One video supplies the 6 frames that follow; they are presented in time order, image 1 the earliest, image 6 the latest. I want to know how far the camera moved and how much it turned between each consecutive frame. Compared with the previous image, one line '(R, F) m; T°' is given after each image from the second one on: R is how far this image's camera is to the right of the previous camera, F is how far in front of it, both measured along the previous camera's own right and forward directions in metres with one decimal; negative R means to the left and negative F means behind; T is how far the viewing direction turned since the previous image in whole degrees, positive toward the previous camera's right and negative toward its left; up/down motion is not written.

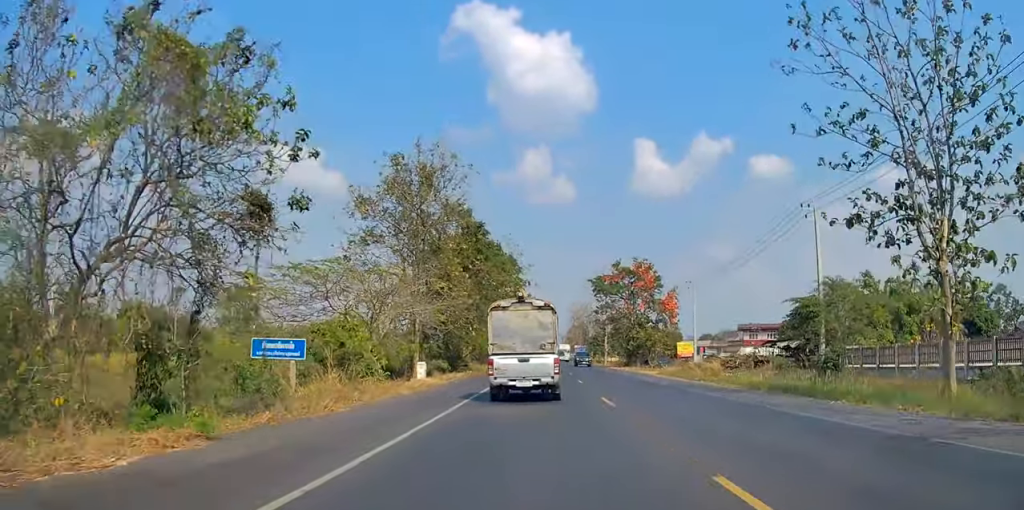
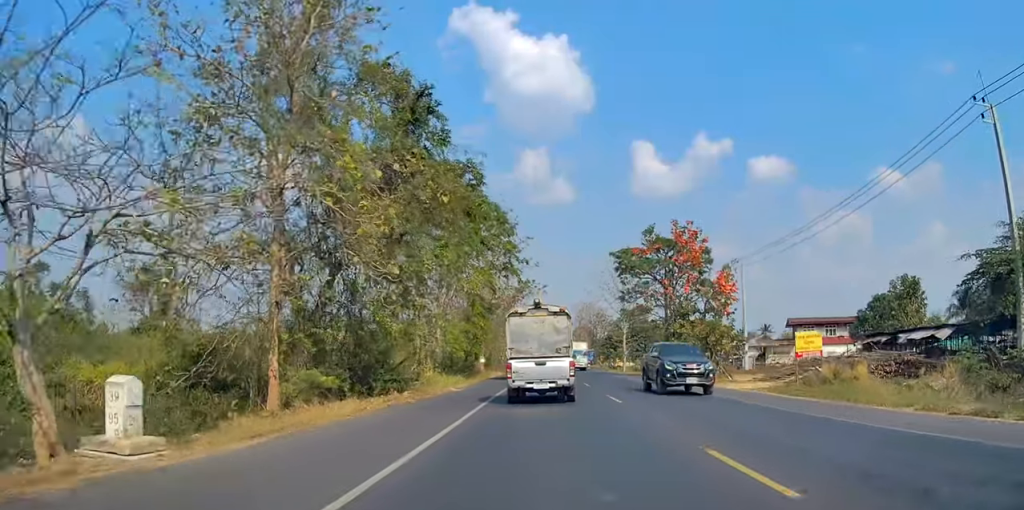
(0.0, +21.7) m; 0°
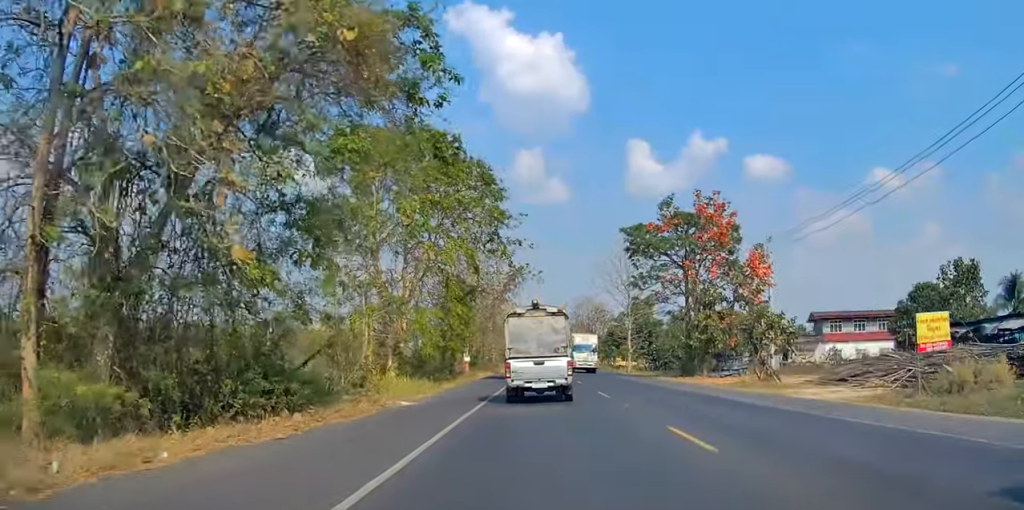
(+0.1, +9.4) m; 0°
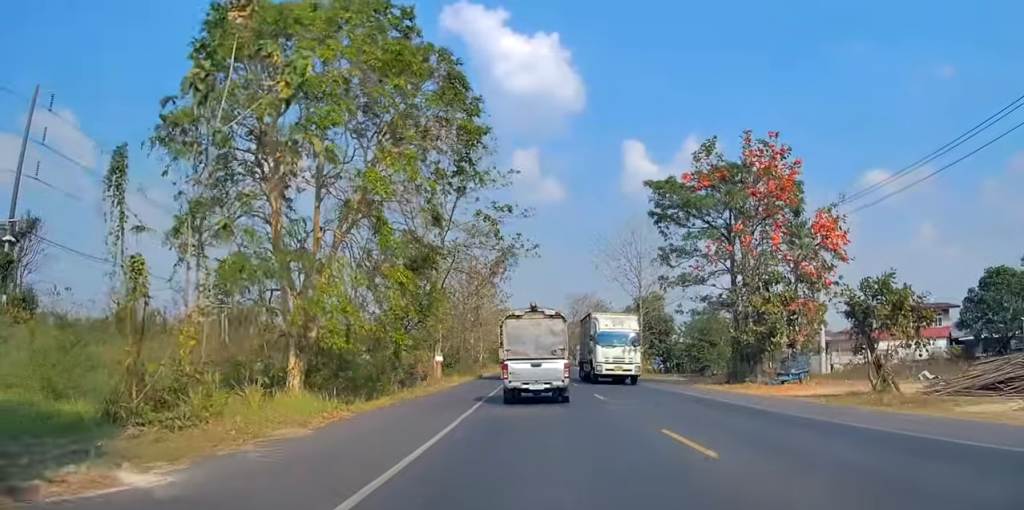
(0.0, +11.7) m; 0°
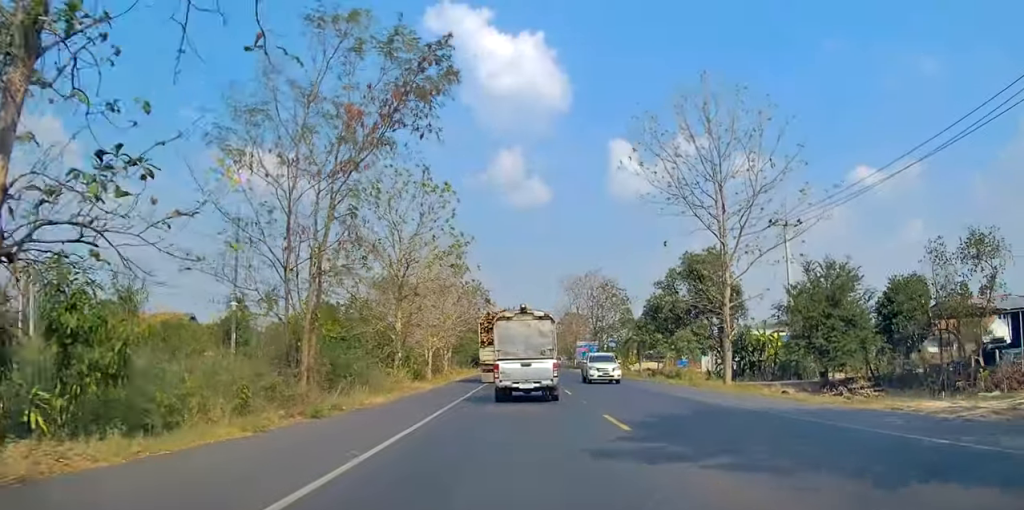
(+0.4, +33.1) m; +1°
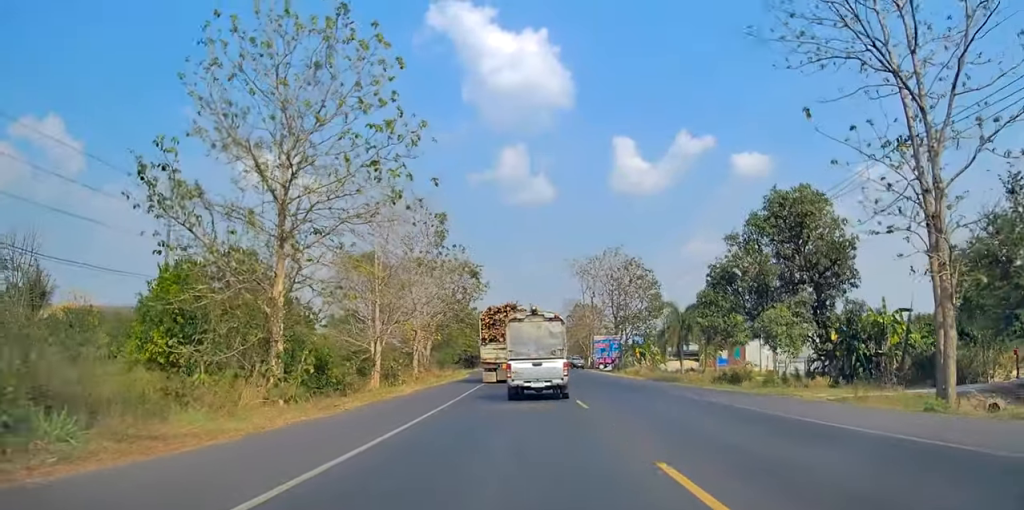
(-0.1, +18.3) m; +1°
